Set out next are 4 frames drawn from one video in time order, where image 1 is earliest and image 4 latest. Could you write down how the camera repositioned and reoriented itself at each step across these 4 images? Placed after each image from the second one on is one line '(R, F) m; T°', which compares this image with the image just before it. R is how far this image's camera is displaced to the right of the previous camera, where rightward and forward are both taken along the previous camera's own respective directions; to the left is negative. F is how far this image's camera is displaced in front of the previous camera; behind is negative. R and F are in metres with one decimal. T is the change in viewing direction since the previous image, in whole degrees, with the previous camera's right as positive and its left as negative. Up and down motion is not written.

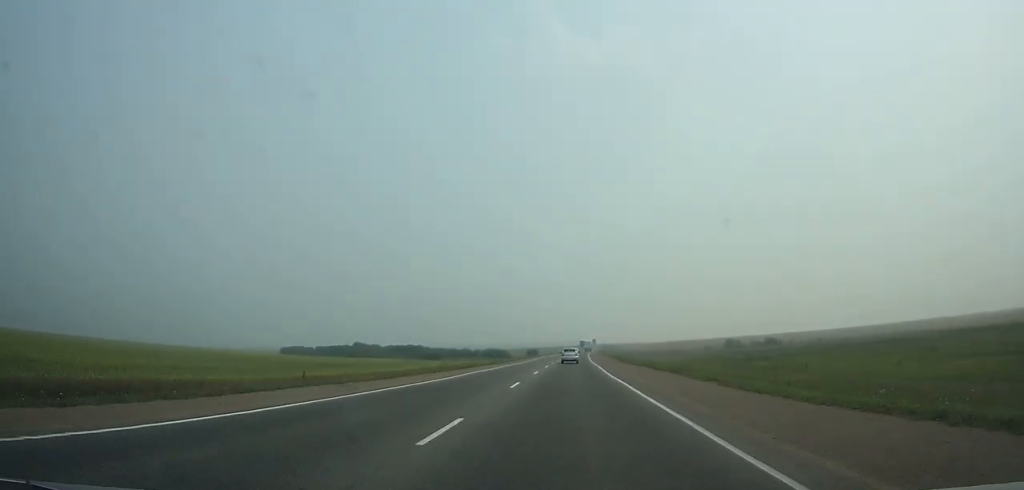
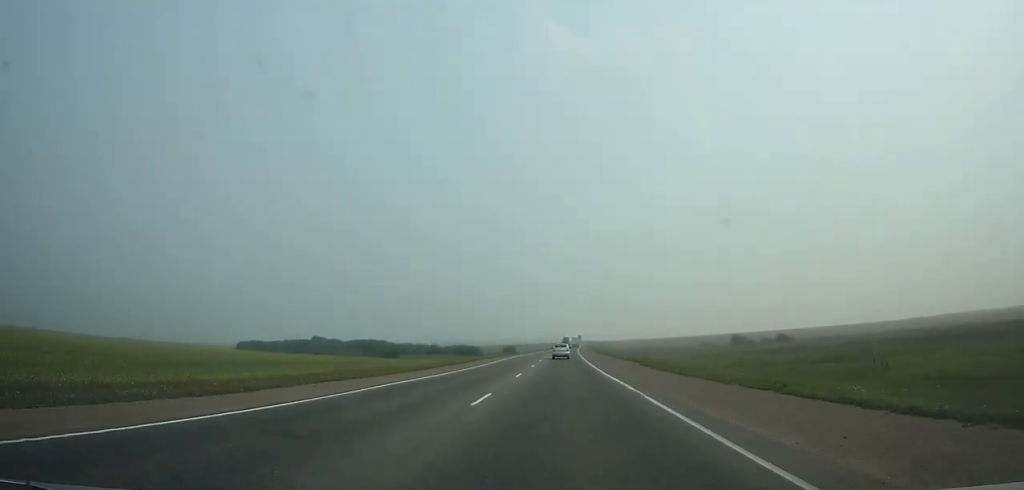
(+0.4, +31.2) m; +2°
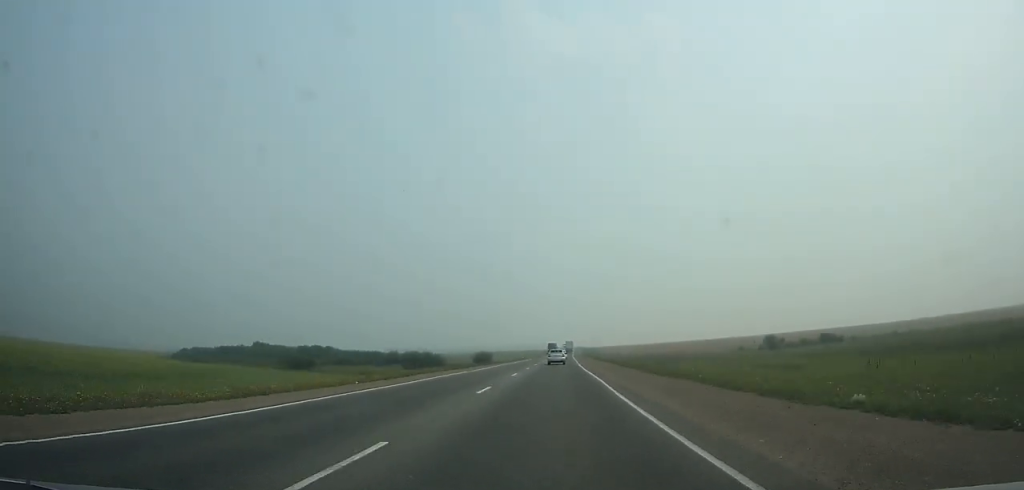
(+0.9, +40.7) m; +1°
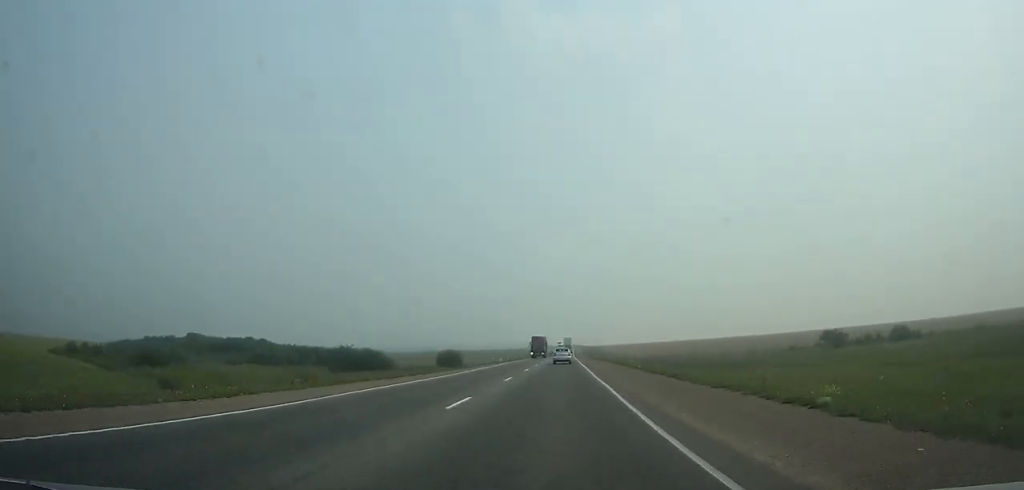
(+0.4, +38.2) m; +1°
